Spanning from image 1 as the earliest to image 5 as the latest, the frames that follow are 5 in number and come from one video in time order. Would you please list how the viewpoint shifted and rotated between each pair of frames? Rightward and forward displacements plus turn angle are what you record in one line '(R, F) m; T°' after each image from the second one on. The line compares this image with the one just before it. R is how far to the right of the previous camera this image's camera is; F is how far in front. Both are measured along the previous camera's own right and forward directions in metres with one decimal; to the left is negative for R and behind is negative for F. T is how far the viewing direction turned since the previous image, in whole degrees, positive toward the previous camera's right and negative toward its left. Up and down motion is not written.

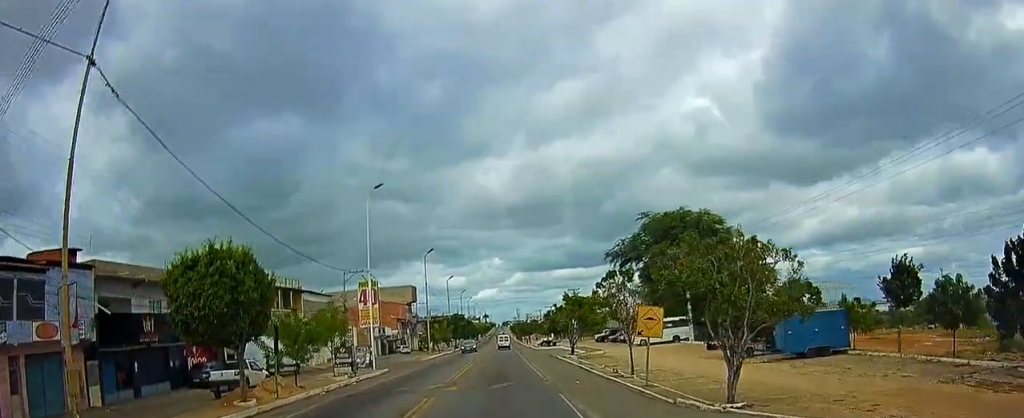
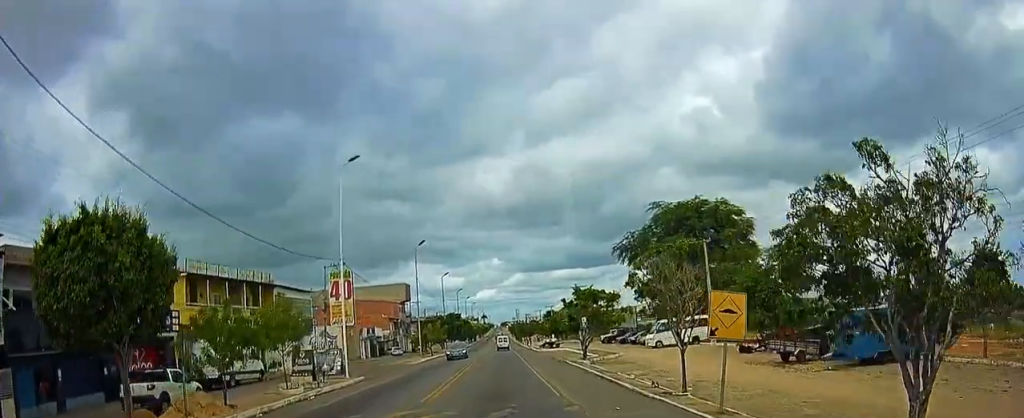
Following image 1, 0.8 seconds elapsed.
(-0.2, +8.0) m; -1°
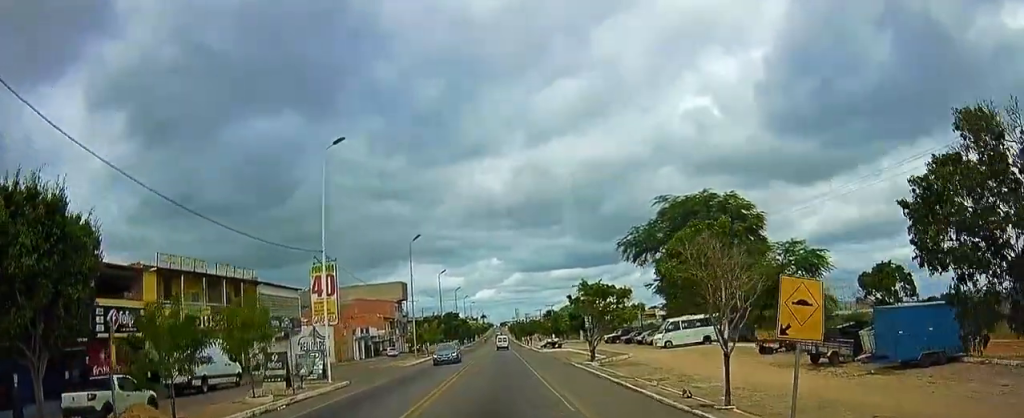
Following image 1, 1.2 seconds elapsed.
(+0.1, +4.3) m; 0°
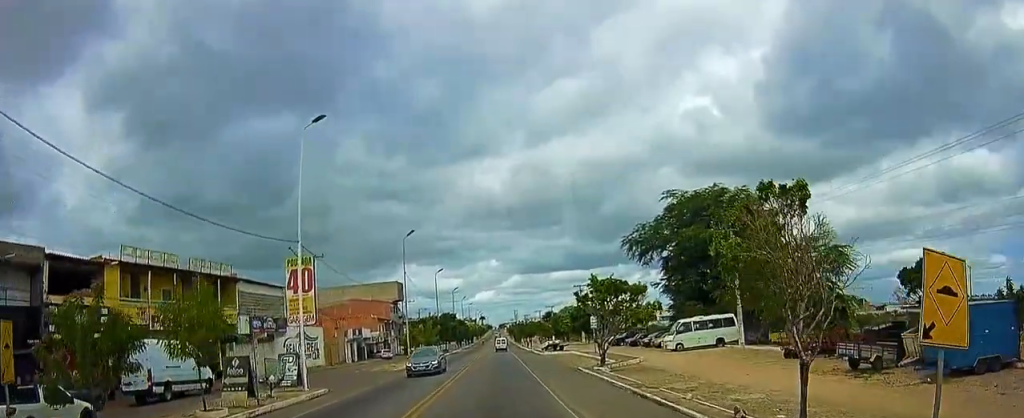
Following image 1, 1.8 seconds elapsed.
(0.0, +5.5) m; 0°
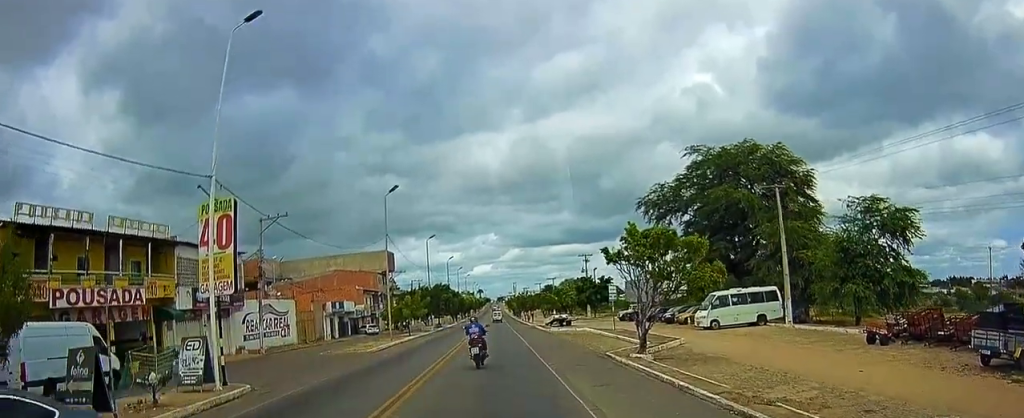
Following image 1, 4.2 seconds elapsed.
(-0.3, +18.7) m; -5°
